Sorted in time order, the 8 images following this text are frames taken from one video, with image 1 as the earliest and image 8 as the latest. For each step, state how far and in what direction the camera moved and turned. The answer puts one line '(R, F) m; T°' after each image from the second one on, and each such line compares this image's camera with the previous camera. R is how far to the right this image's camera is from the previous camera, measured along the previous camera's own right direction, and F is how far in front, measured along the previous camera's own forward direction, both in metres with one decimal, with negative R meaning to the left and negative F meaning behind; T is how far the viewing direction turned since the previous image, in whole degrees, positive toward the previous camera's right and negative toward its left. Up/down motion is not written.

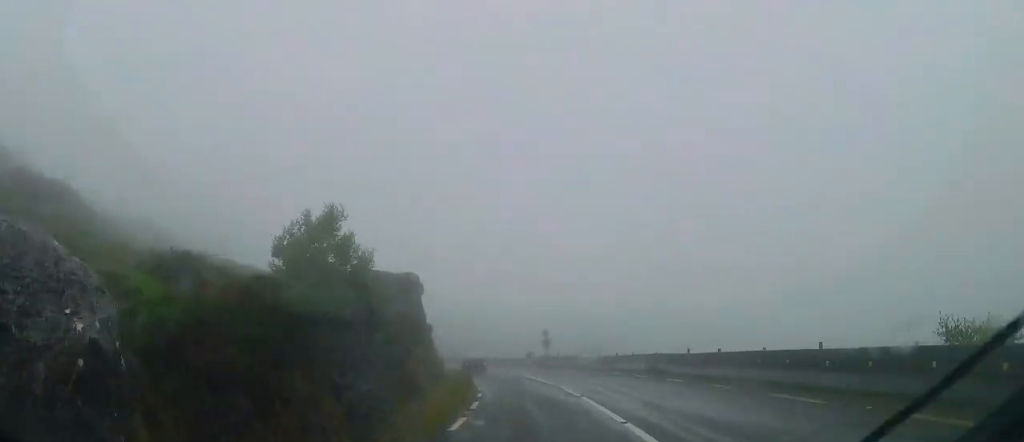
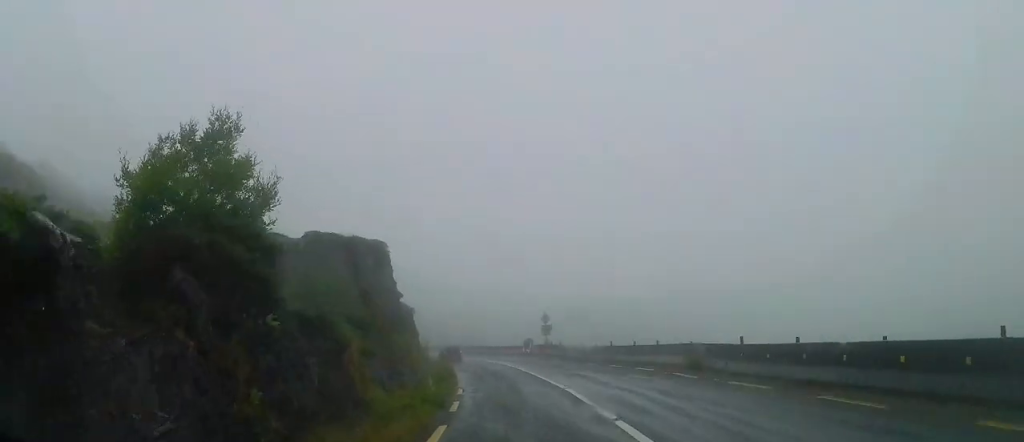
(+0.2, +6.3) m; +1°
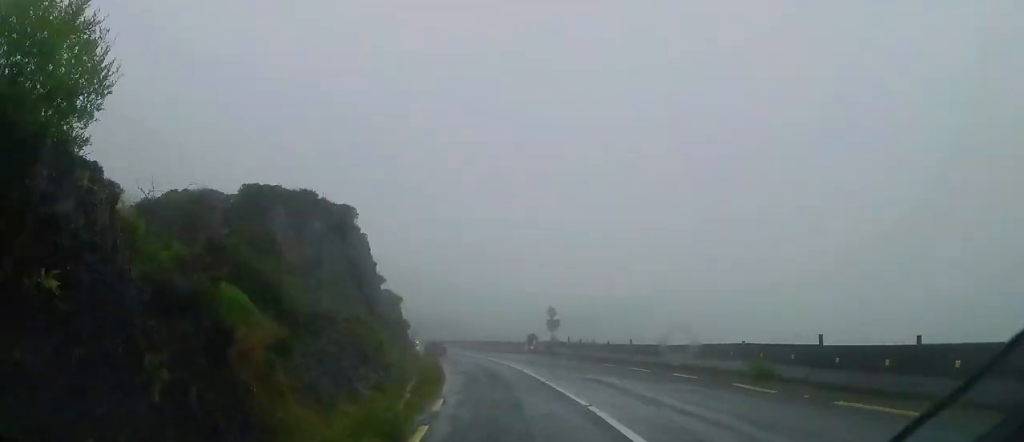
(+0.1, +4.9) m; -3°
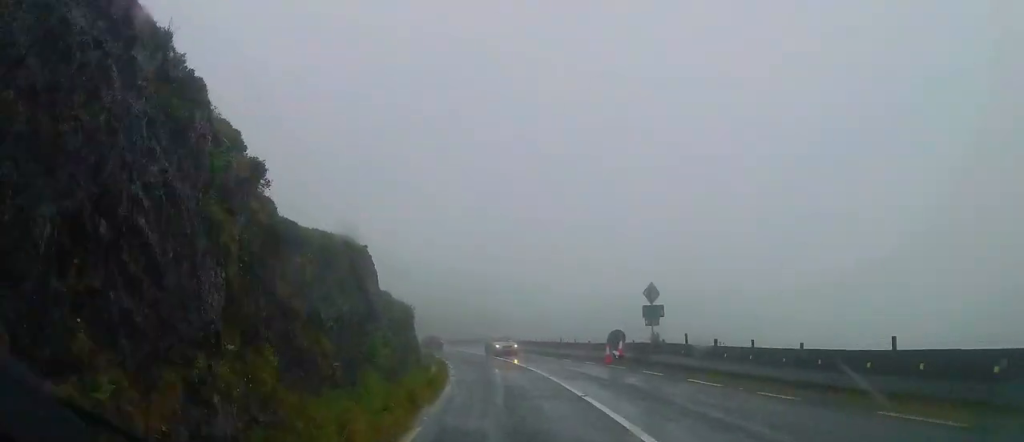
(-1.5, +17.3) m; -5°
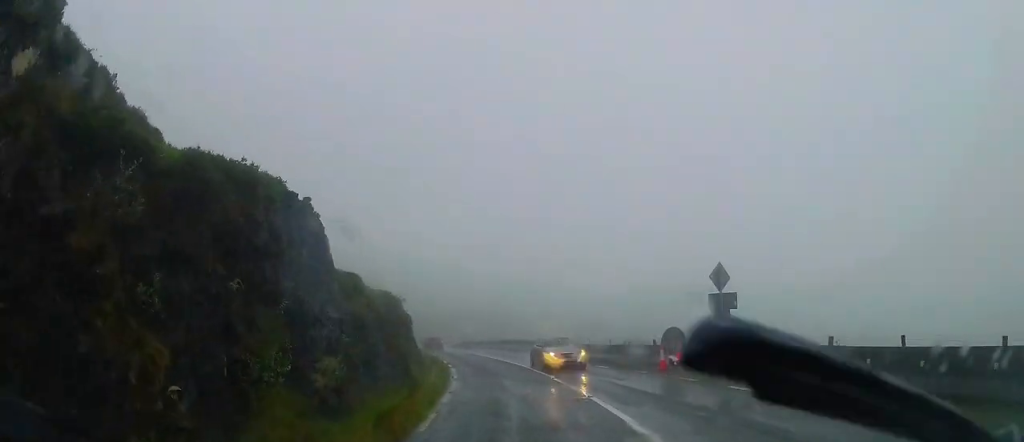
(+0.2, +6.6) m; +2°
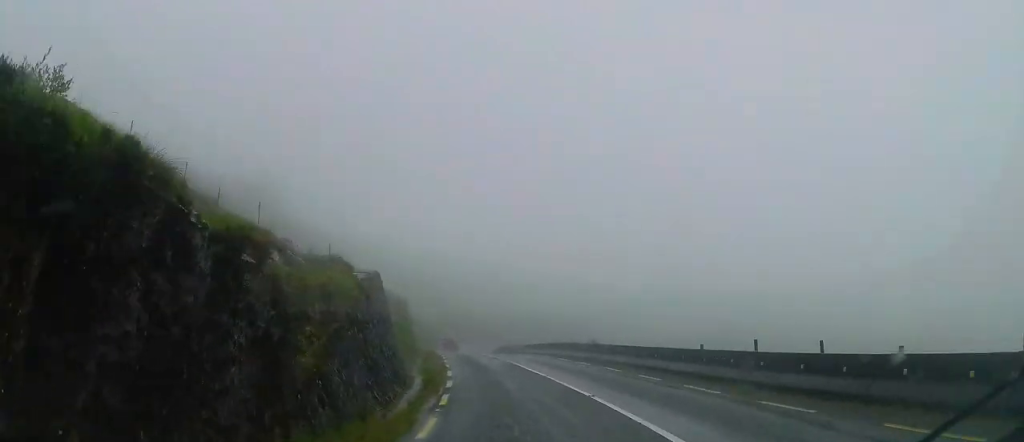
(-1.0, +17.7) m; -7°
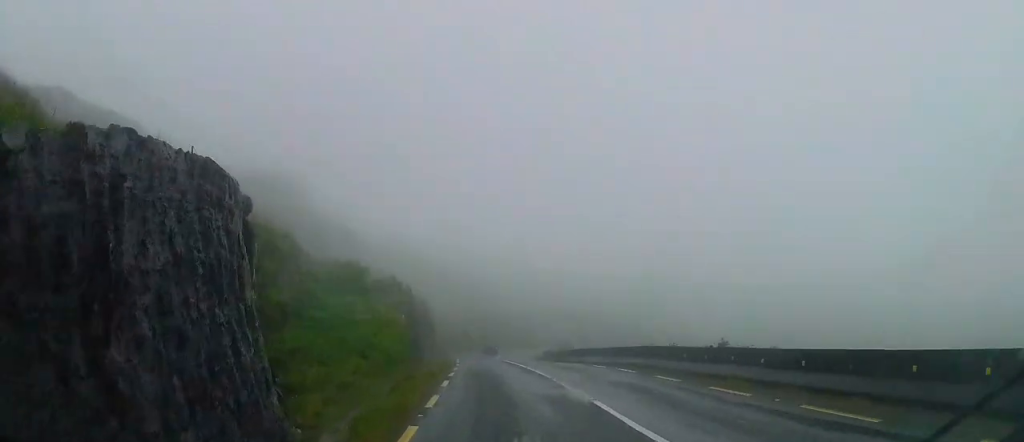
(-0.3, +13.4) m; -7°
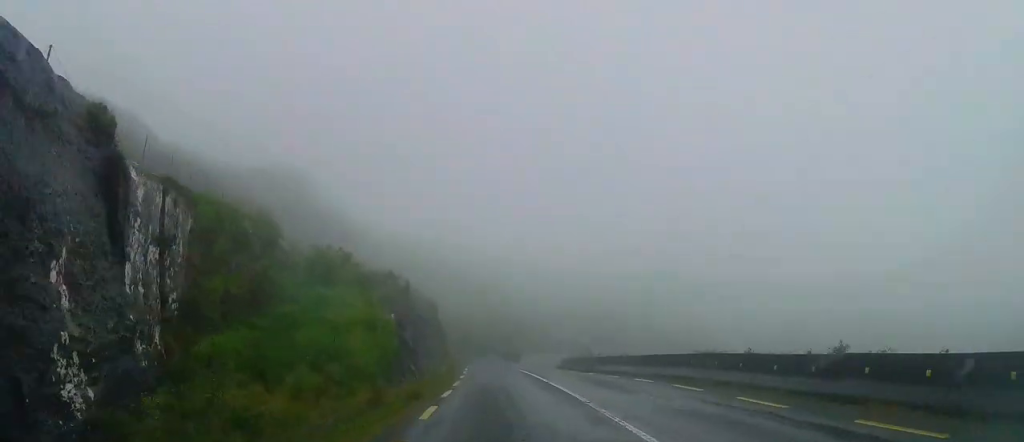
(-0.6, +5.7) m; -3°
